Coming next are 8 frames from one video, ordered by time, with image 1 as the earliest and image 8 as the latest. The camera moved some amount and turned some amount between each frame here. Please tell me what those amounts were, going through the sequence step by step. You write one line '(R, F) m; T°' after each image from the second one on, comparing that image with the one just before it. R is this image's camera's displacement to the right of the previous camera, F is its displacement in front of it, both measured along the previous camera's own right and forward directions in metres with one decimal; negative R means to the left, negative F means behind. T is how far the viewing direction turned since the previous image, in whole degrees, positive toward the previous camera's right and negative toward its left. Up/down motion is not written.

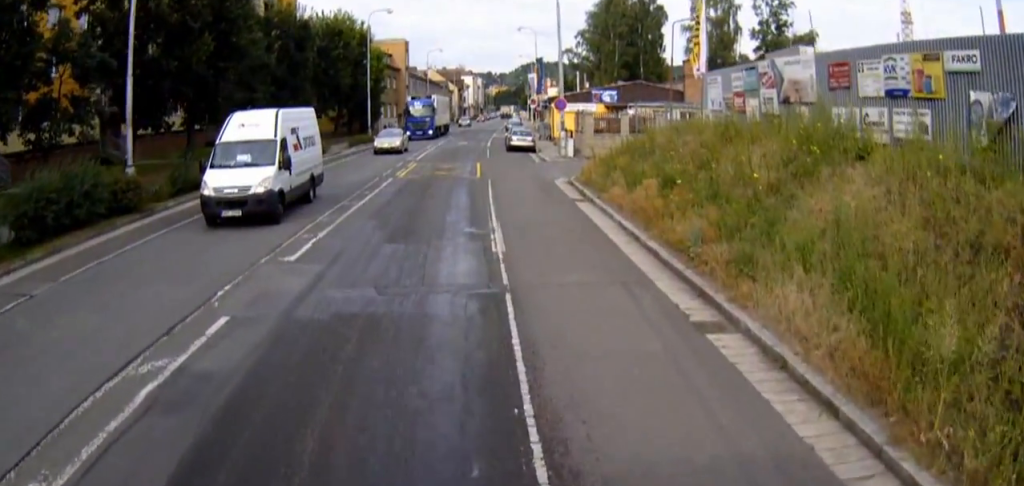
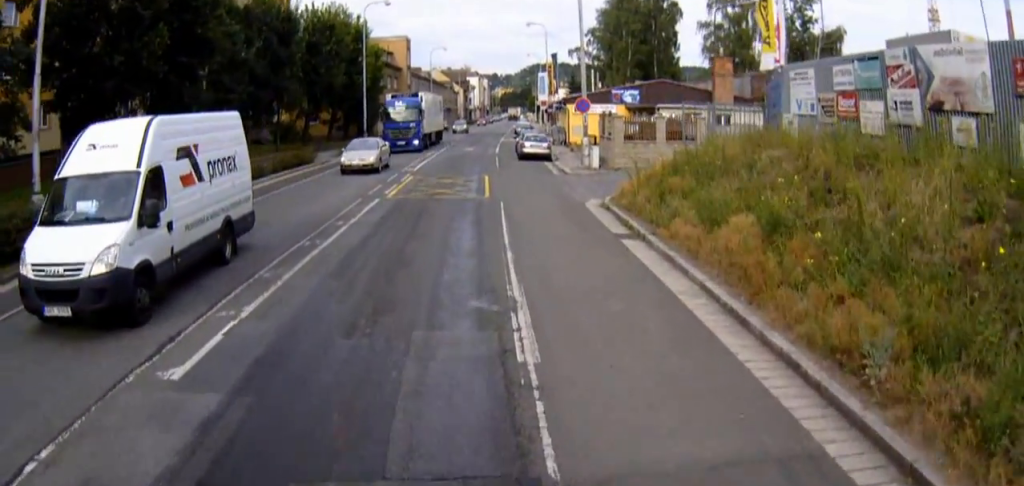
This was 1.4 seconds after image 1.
(+0.2, +6.3) m; -1°
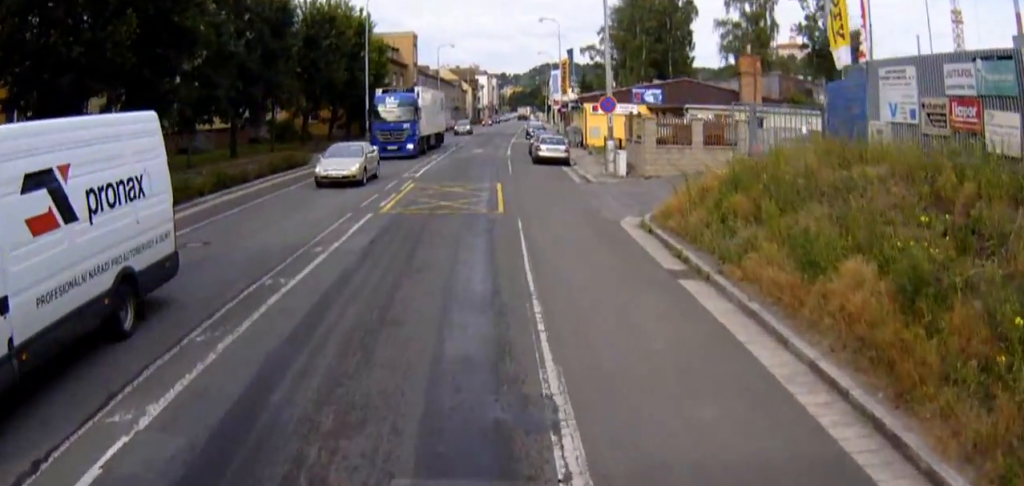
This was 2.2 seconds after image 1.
(-0.1, +3.7) m; -3°
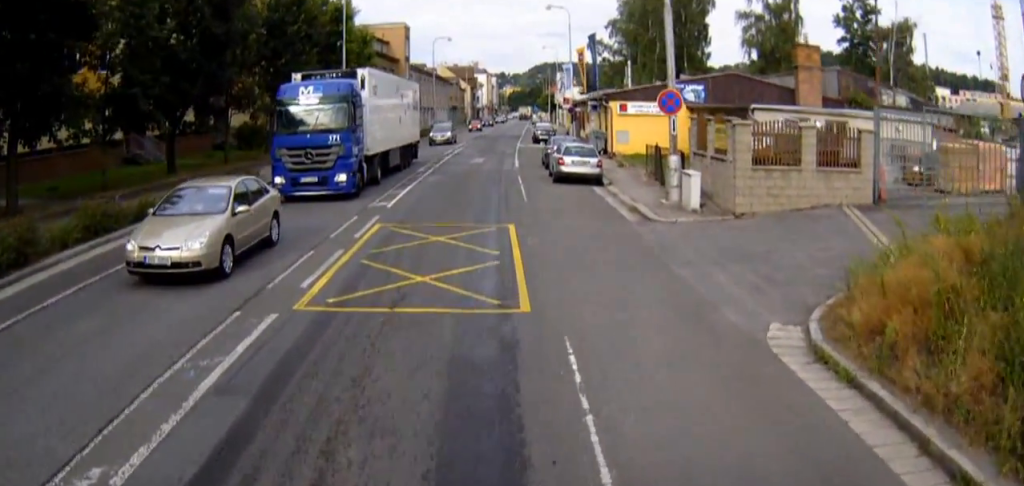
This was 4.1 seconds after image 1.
(-0.3, +9.1) m; +1°
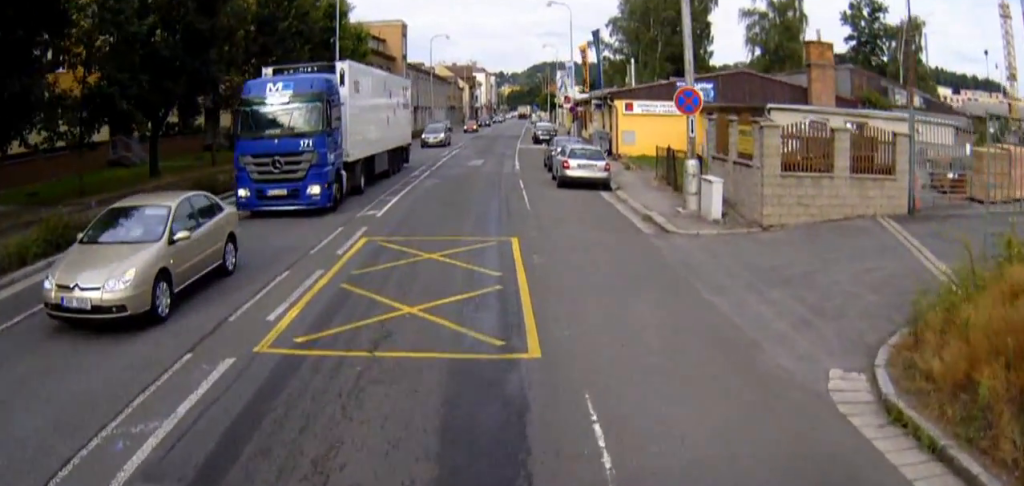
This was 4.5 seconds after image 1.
(+0.1, +1.9) m; +3°
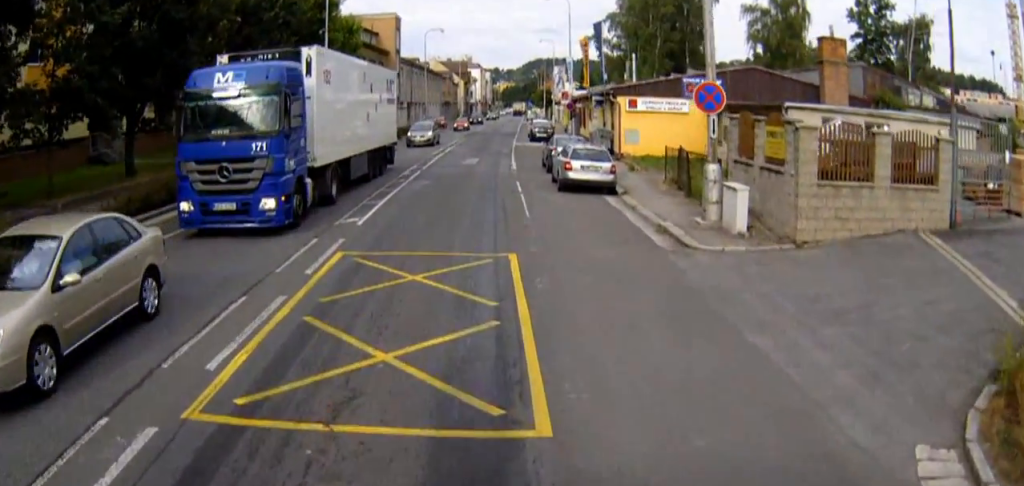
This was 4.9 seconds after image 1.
(+0.1, +2.2) m; +4°
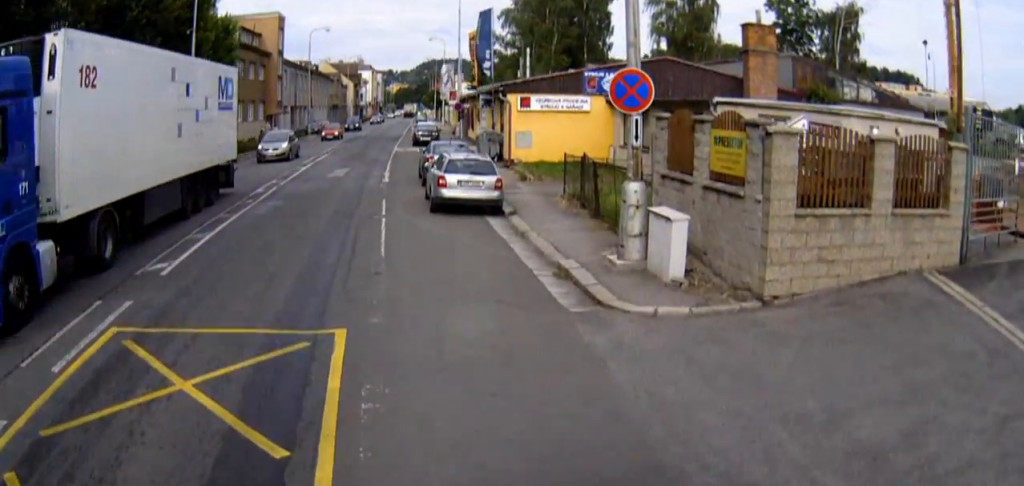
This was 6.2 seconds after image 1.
(+0.6, +5.1) m; +14°
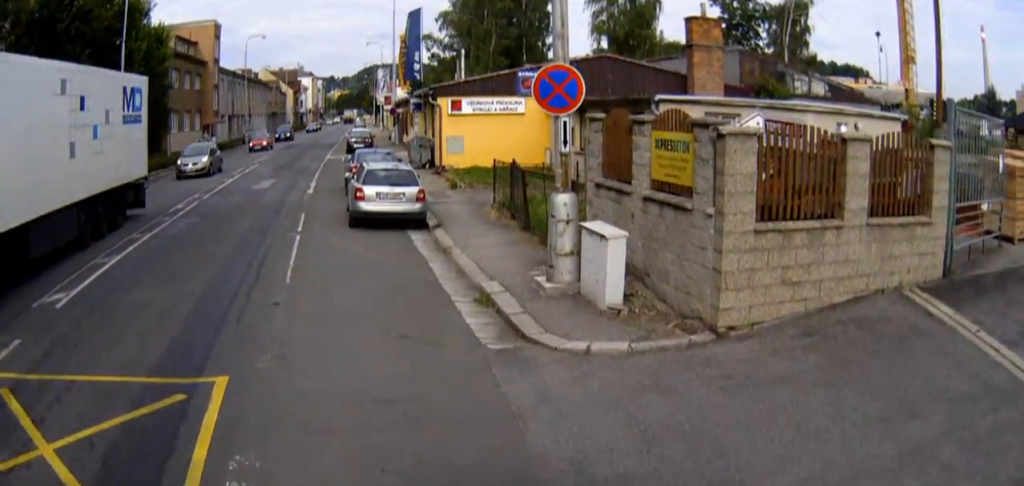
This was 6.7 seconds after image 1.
(+0.3, +2.1) m; +5°
